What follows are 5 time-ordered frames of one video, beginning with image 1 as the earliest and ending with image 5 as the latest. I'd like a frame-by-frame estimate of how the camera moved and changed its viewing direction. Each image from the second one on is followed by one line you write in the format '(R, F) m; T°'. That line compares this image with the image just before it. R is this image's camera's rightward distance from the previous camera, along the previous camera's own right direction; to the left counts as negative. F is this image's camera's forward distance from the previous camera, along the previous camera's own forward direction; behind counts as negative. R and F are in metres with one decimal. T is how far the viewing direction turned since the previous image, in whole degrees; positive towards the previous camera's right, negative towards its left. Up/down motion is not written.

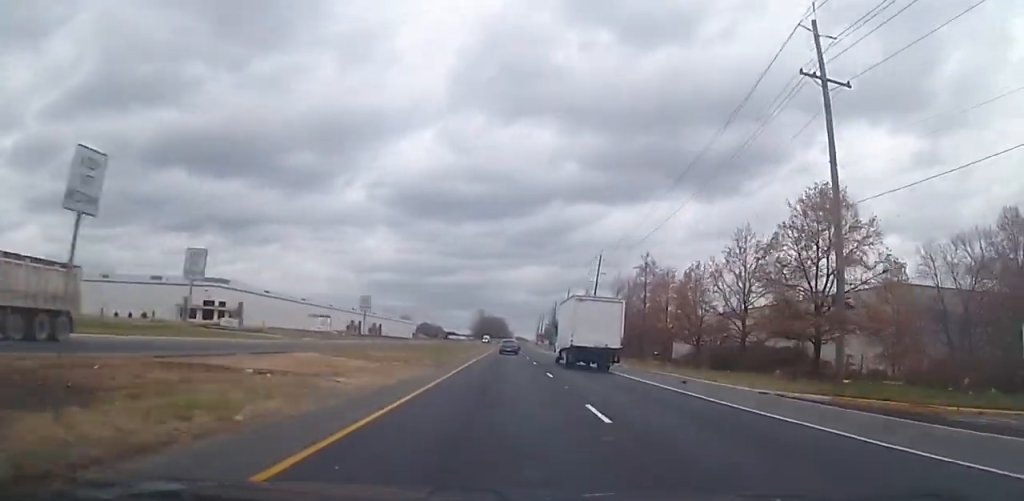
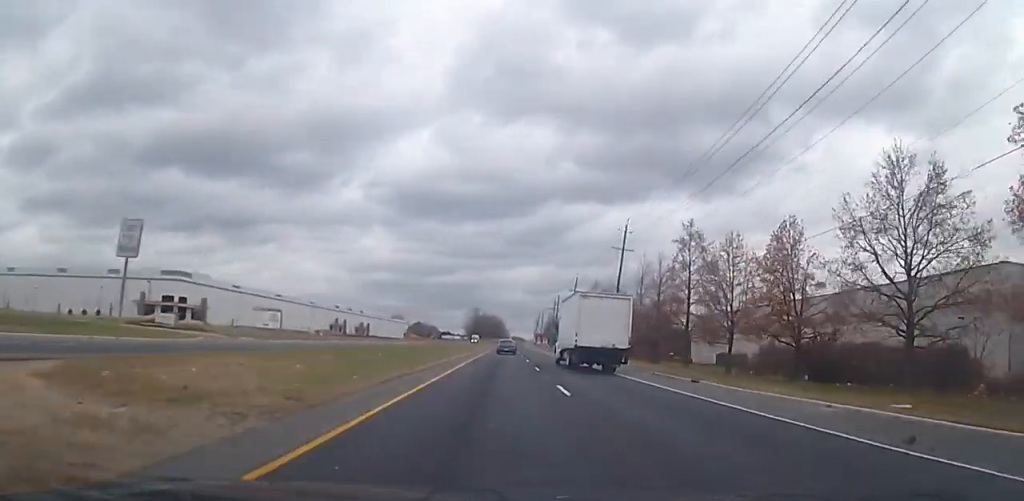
(+0.1, +19.5) m; +1°
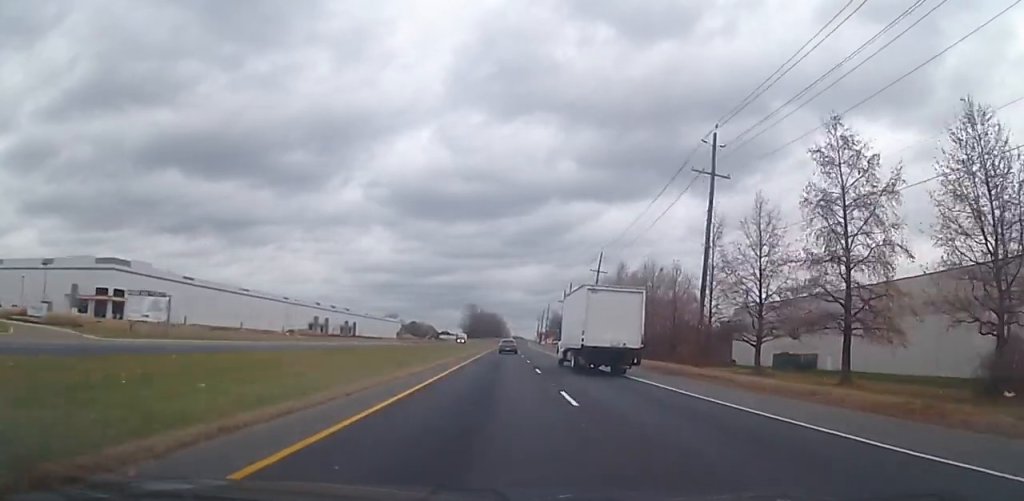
(+0.1, +27.0) m; +1°
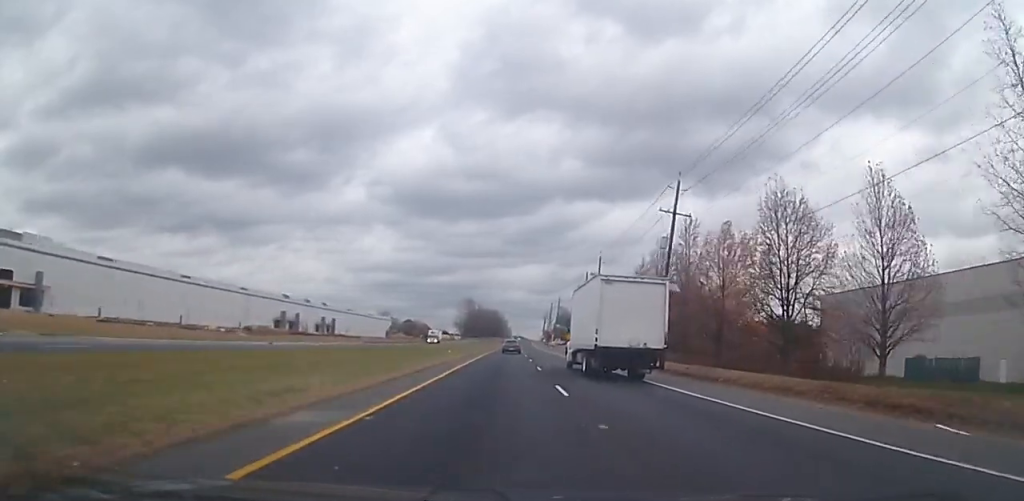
(+0.1, +35.1) m; 0°
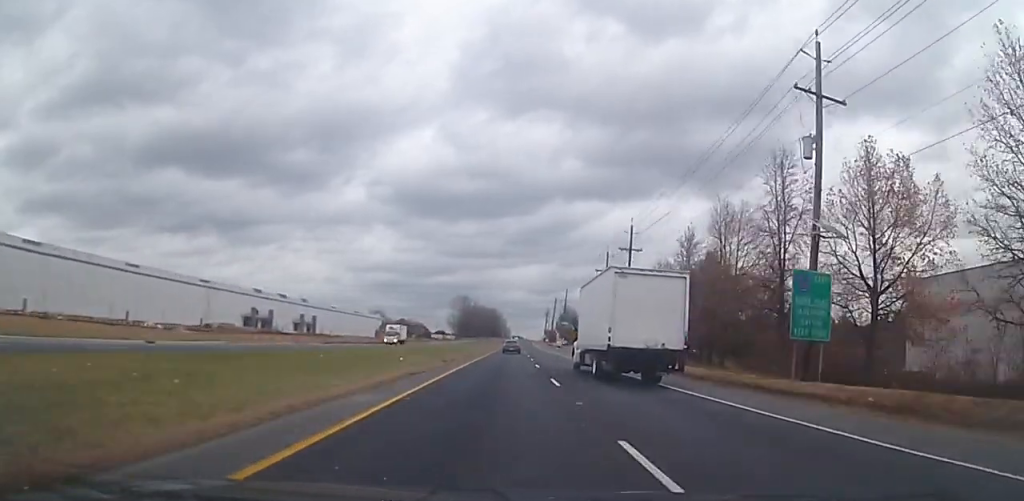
(-0.2, +21.8) m; 0°
